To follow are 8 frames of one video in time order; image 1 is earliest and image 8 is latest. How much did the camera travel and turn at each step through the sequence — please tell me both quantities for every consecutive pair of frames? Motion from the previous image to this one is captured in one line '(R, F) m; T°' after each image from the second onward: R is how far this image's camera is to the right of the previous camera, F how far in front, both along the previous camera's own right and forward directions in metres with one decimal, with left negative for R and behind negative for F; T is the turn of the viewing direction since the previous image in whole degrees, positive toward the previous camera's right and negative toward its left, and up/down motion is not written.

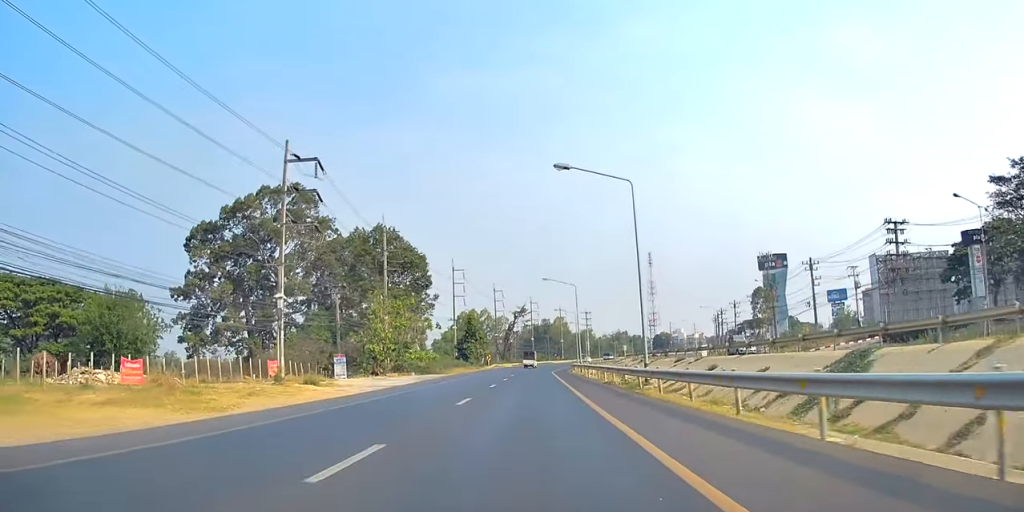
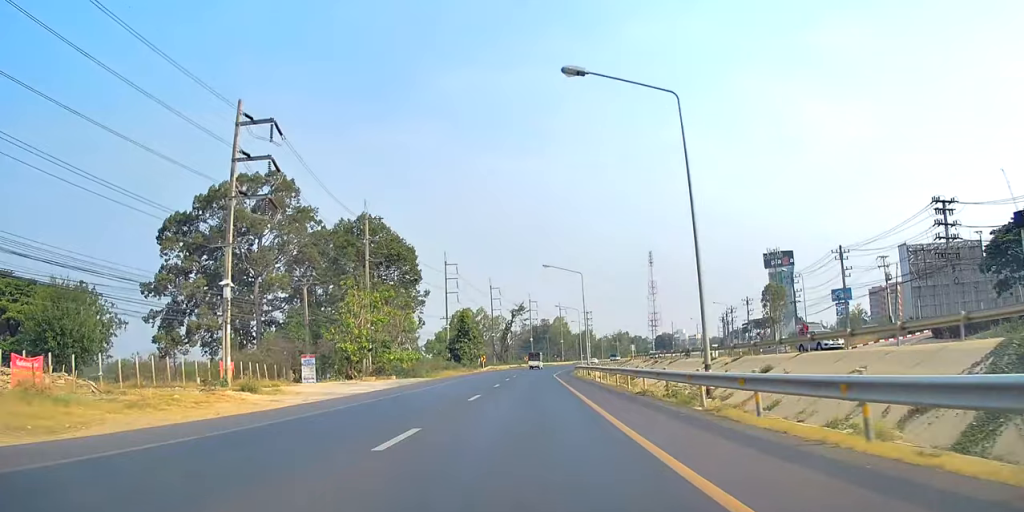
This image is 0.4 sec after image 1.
(+0.2, +9.9) m; 0°
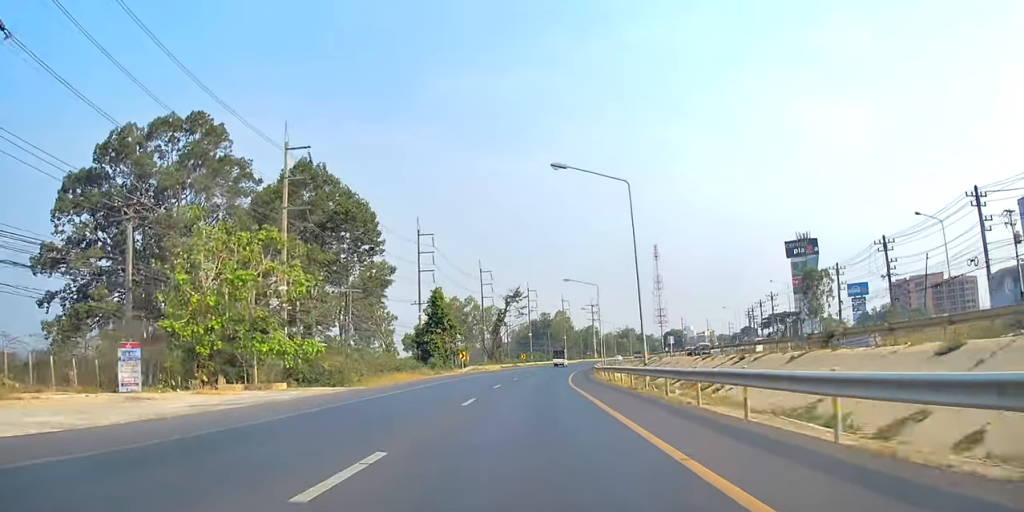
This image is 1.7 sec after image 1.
(+0.1, +27.8) m; 0°
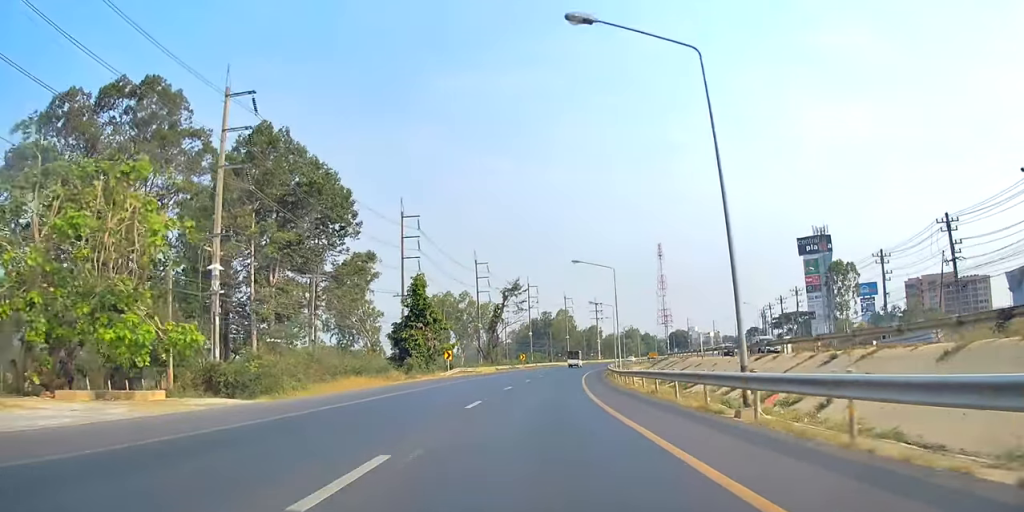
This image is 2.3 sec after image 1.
(-0.3, +12.5) m; 0°
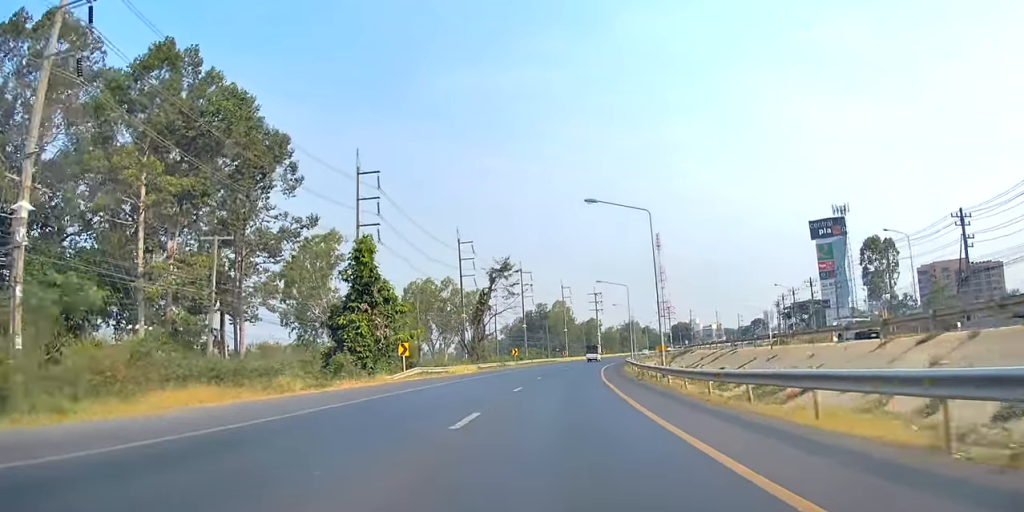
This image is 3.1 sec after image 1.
(+0.7, +18.2) m; 0°
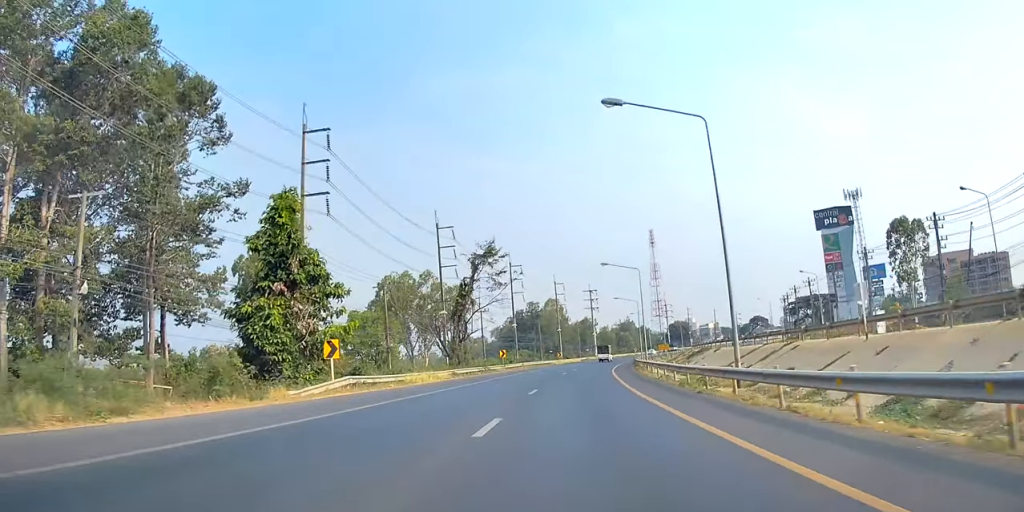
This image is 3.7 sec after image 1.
(-0.5, +13.1) m; 0°
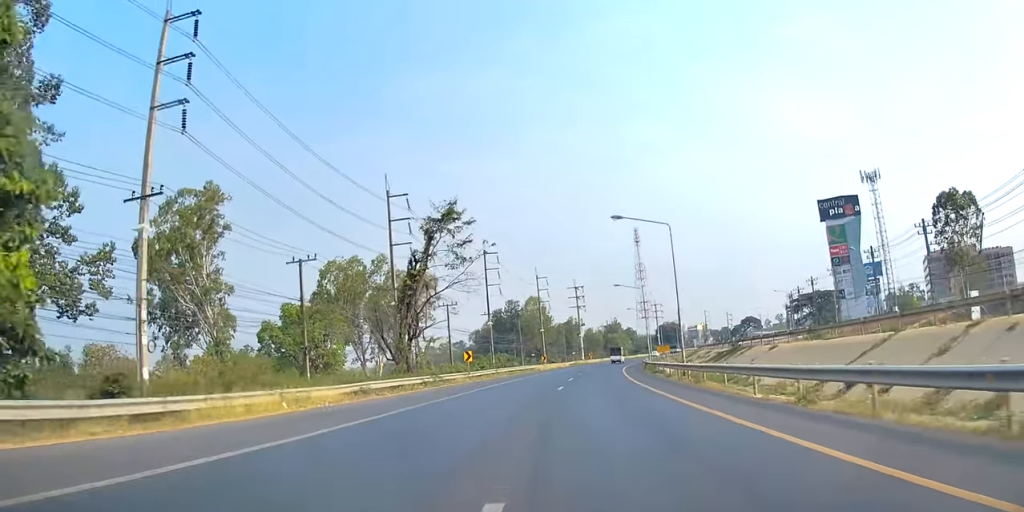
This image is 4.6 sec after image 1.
(+0.1, +19.8) m; +1°
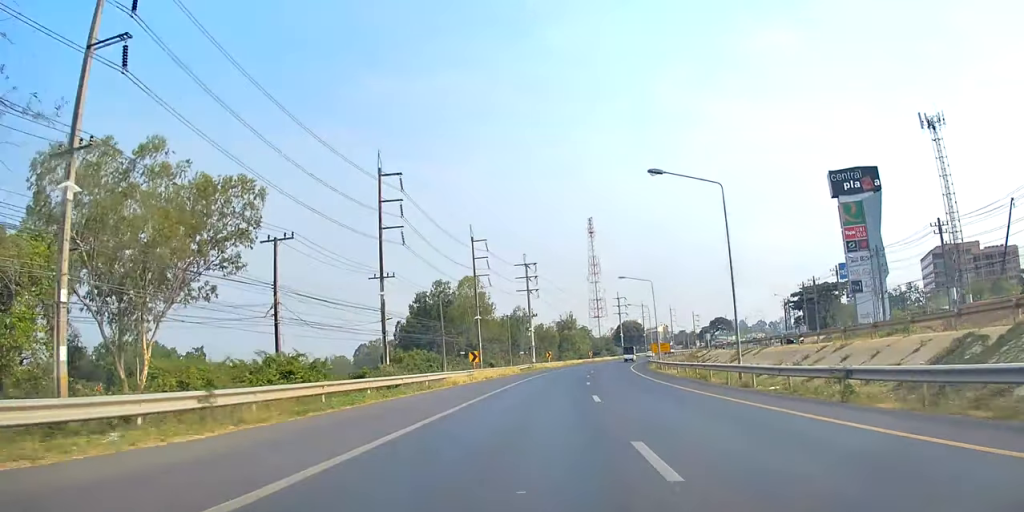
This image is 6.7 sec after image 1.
(+1.9, +45.3) m; +5°
